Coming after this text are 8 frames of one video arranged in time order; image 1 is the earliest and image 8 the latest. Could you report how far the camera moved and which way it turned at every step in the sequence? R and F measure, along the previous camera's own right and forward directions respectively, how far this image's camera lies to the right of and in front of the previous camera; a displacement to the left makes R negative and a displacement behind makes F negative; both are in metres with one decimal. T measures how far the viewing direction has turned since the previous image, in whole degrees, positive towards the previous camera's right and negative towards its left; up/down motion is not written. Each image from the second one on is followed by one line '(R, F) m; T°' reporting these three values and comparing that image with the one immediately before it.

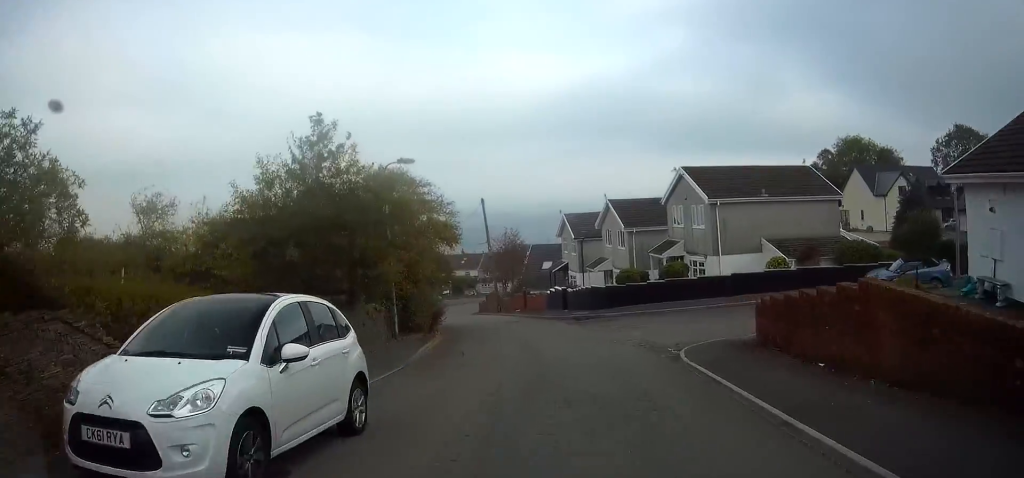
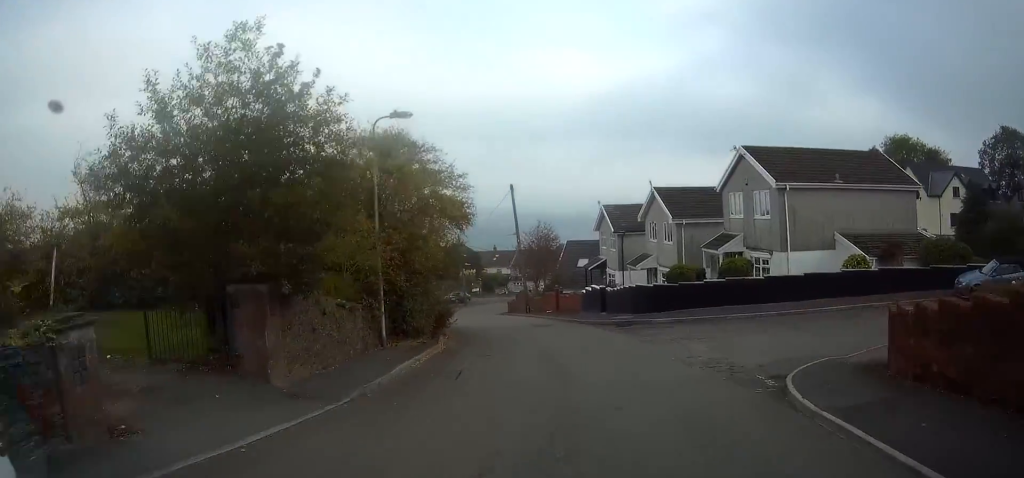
(-0.2, +6.1) m; -3°
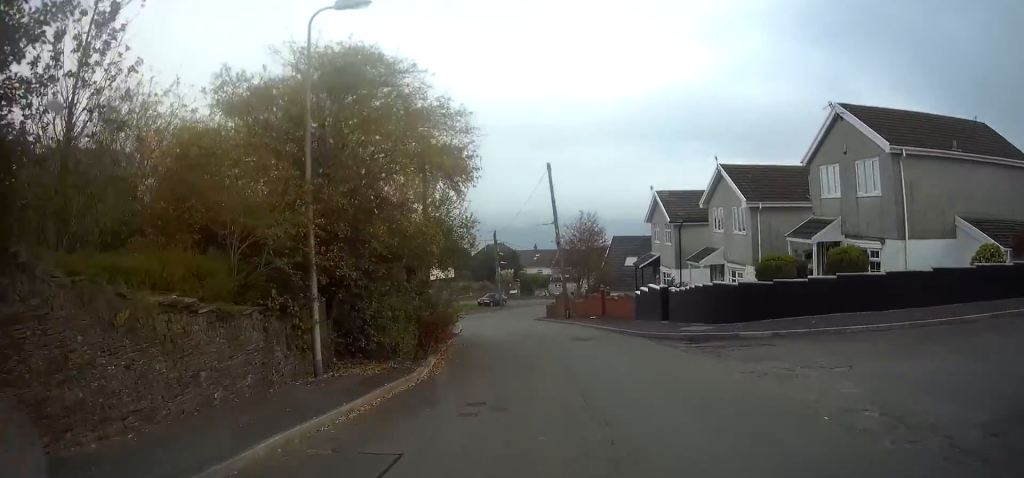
(-0.2, +8.2) m; -1°
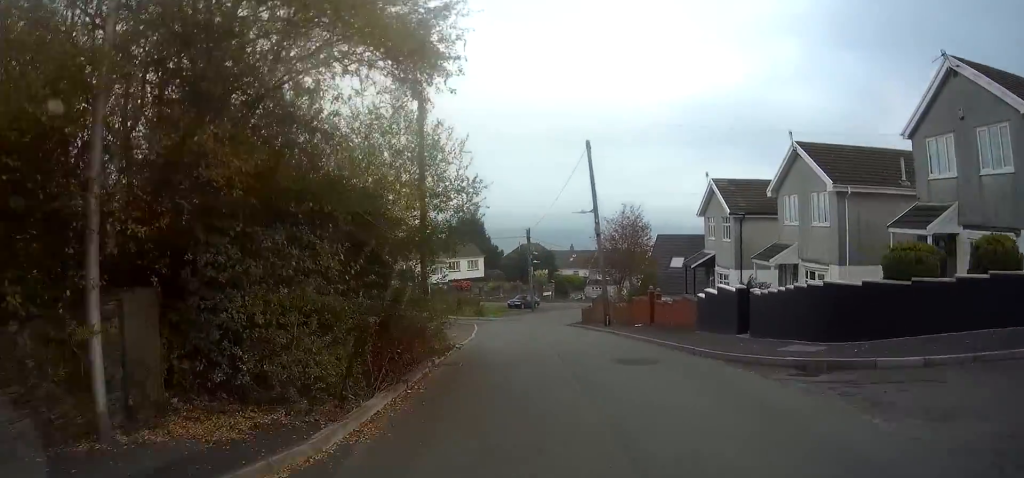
(0.0, +6.6) m; 0°
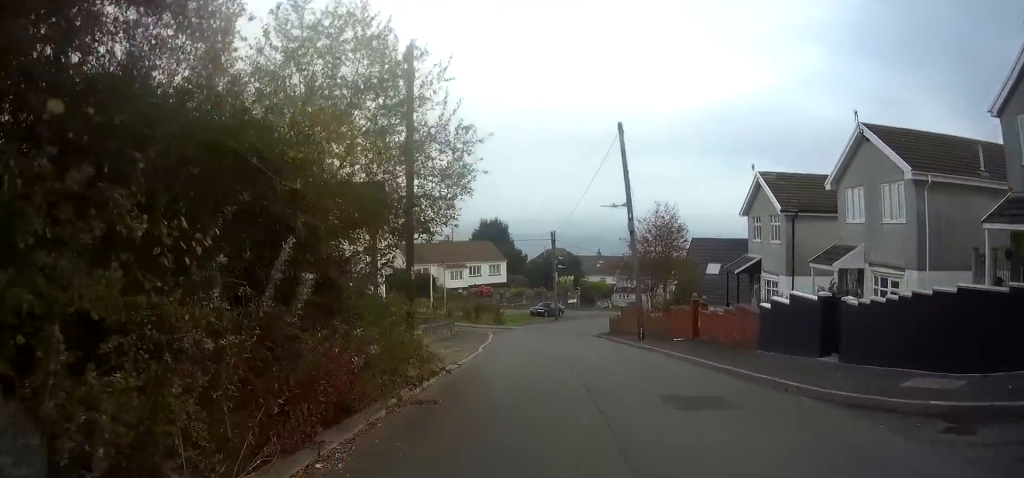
(0.0, +4.4) m; 0°
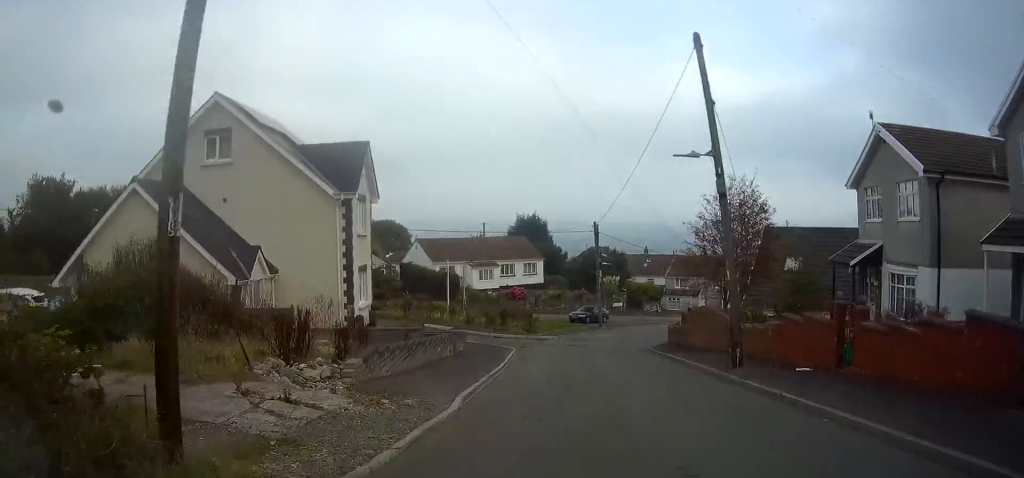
(-0.1, +9.7) m; -3°
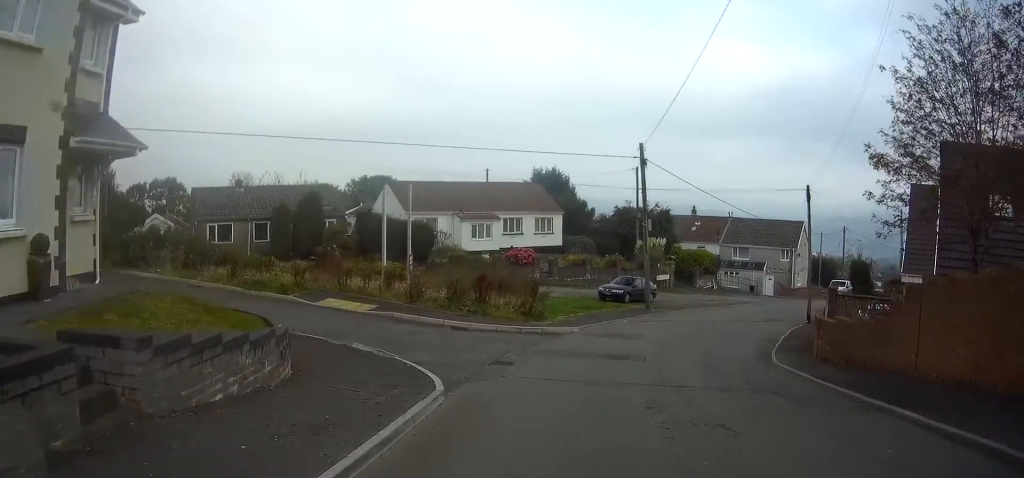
(-0.9, +20.8) m; -1°
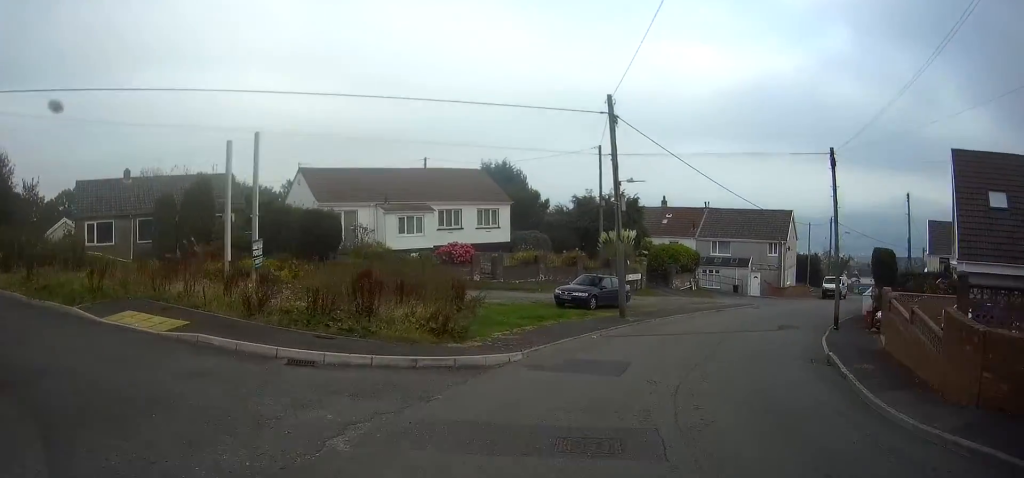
(+0.2, +9.7) m; +4°
